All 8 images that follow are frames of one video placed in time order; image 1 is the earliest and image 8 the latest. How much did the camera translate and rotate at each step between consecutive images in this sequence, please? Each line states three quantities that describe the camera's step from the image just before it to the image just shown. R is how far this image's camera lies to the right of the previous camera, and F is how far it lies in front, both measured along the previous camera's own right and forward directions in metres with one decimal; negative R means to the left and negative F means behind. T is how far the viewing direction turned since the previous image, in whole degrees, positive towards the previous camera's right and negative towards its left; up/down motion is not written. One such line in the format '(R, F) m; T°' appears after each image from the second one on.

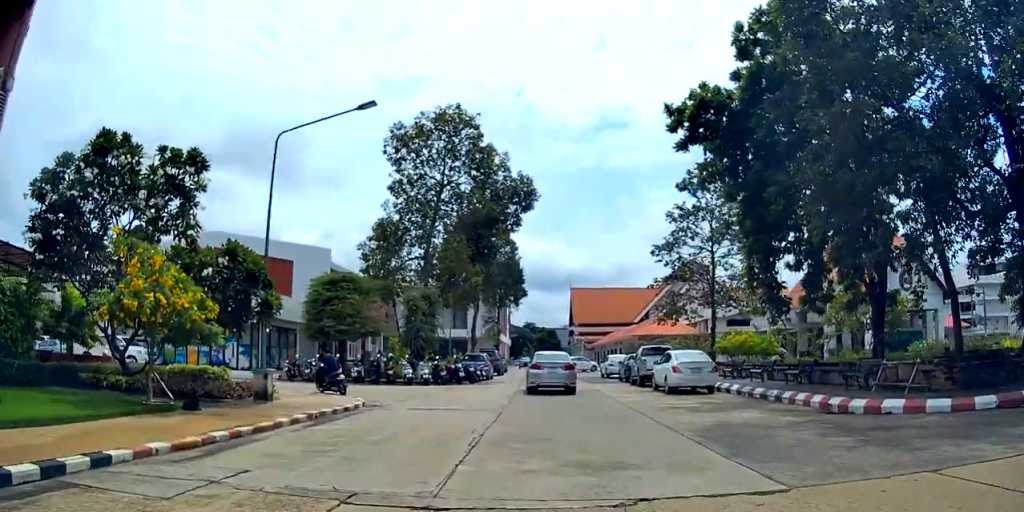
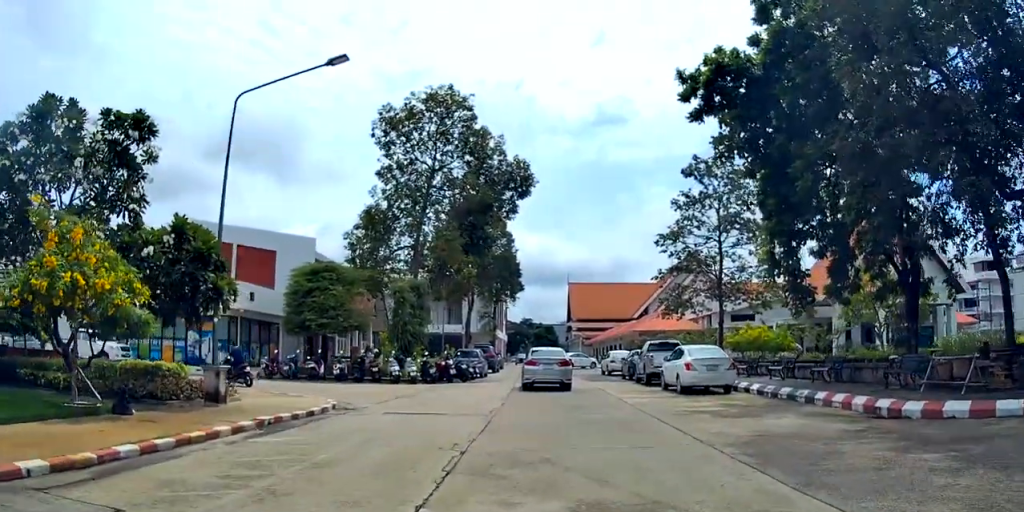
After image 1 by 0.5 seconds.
(0.0, +2.3) m; 0°
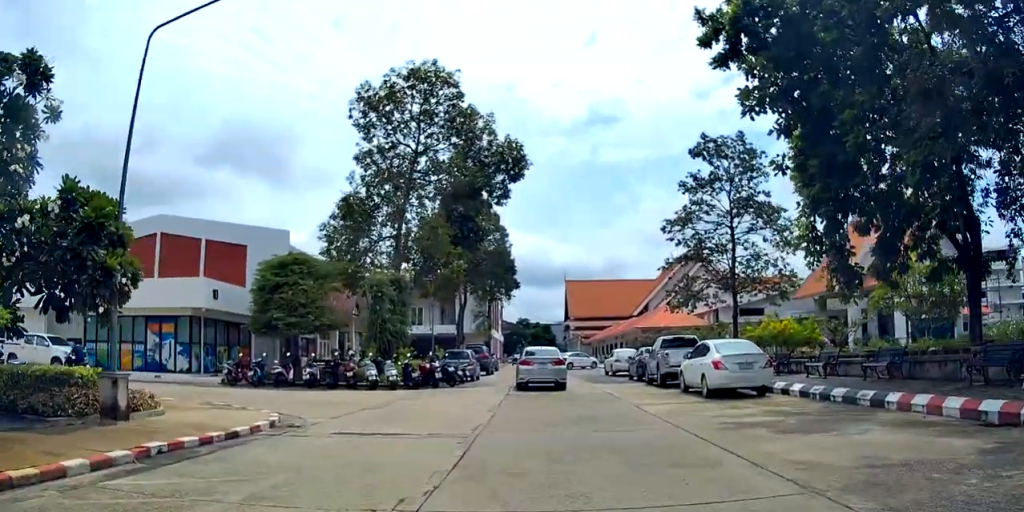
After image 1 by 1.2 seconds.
(0.0, +3.3) m; +1°
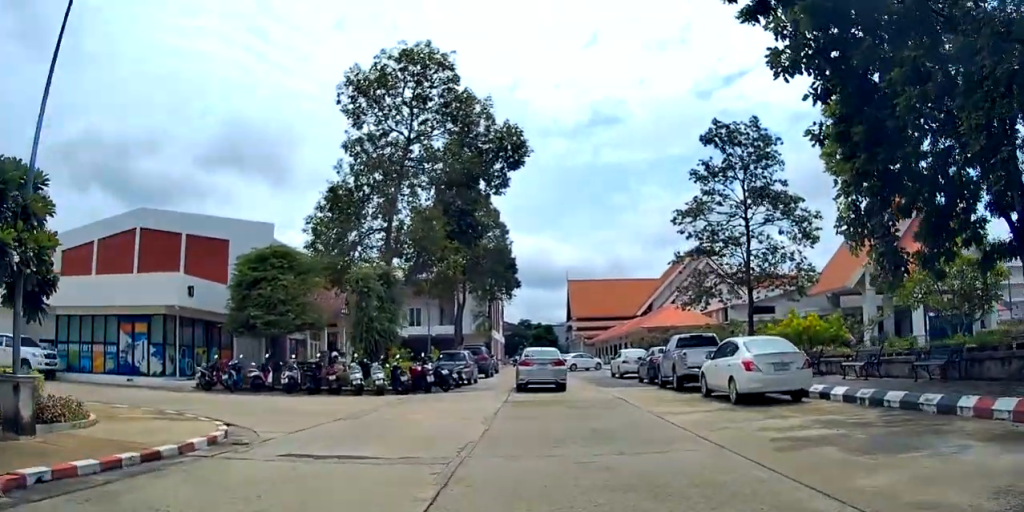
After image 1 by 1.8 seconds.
(0.0, +2.4) m; -2°
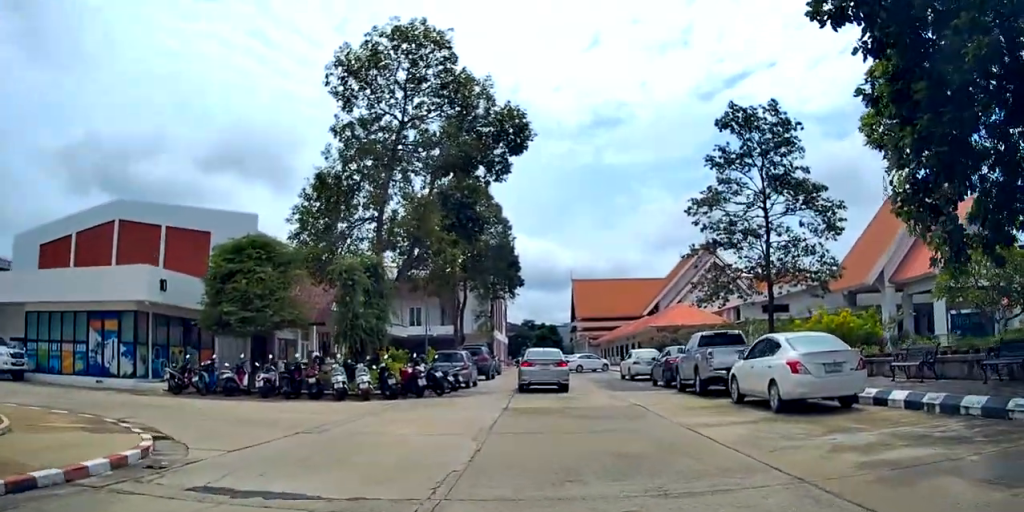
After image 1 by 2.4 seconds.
(0.0, +2.6) m; -3°
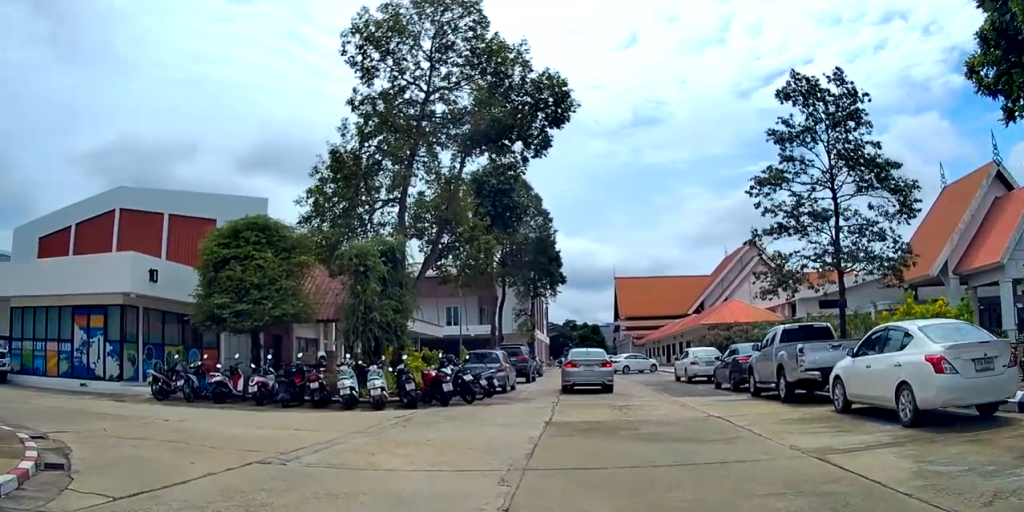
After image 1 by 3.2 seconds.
(-0.1, +3.7) m; -8°
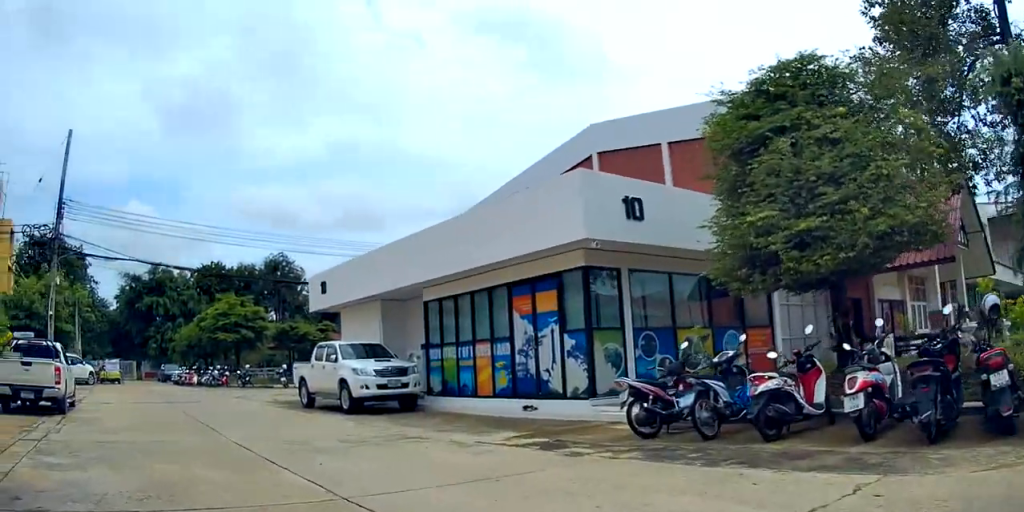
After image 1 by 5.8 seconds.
(-2.1, +9.4) m; -33°
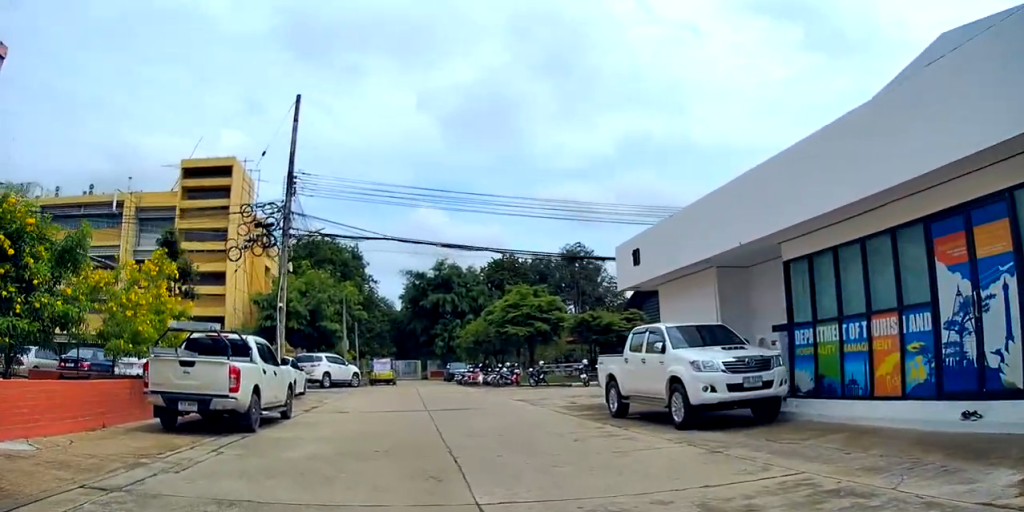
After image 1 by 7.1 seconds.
(-0.9, +4.3) m; -16°
